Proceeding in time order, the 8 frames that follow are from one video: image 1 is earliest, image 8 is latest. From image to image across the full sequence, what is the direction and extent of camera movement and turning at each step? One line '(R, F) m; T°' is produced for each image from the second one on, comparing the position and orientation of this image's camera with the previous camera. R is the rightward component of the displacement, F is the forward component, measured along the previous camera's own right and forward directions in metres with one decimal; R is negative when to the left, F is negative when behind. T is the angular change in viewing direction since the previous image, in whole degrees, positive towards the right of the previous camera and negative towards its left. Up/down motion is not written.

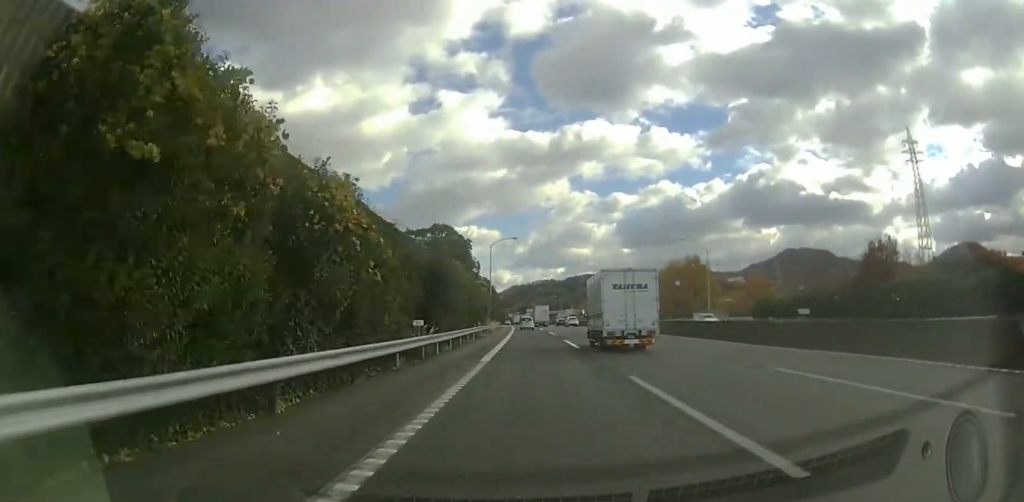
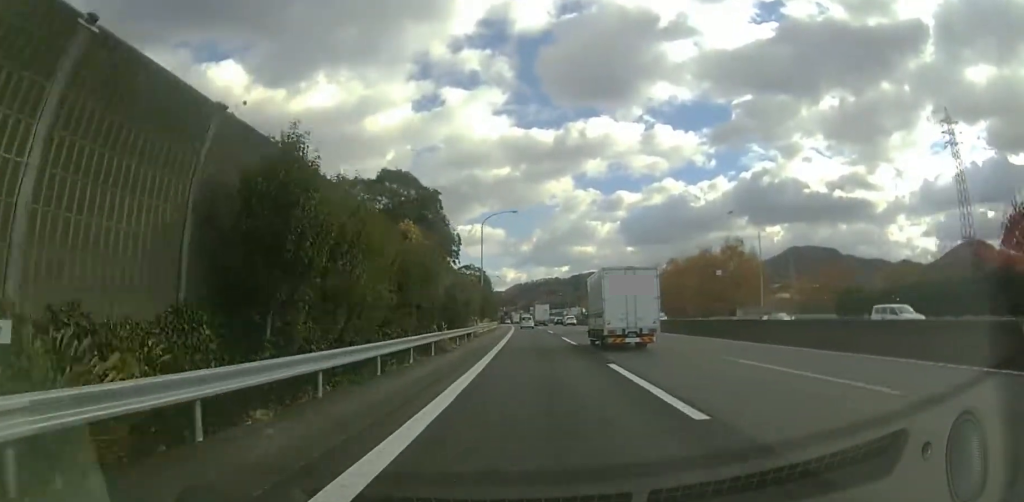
(-0.1, +16.9) m; -1°
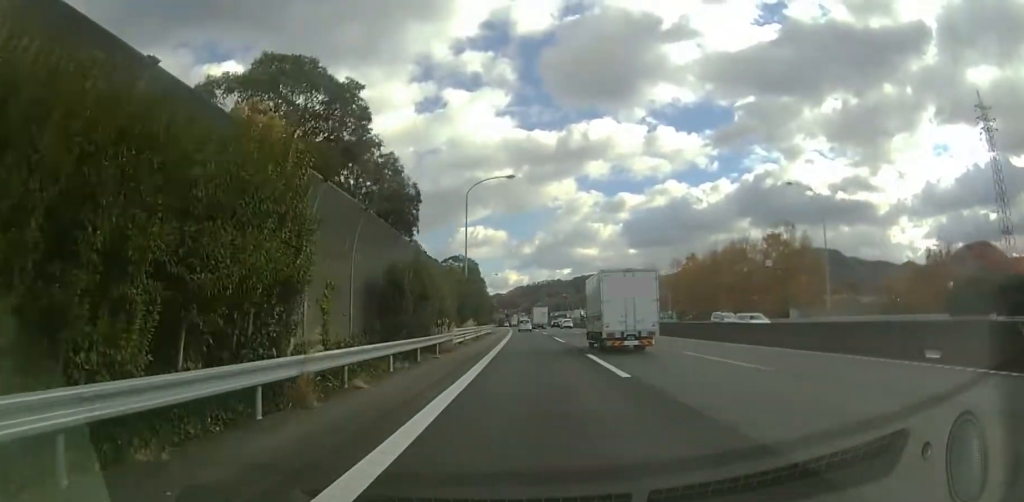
(+0.1, +14.5) m; -1°
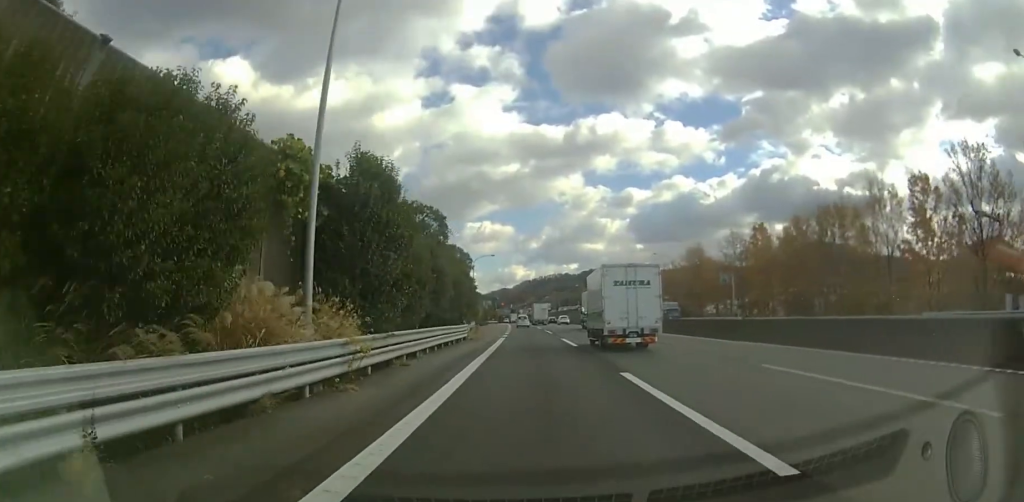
(-0.5, +28.1) m; -1°
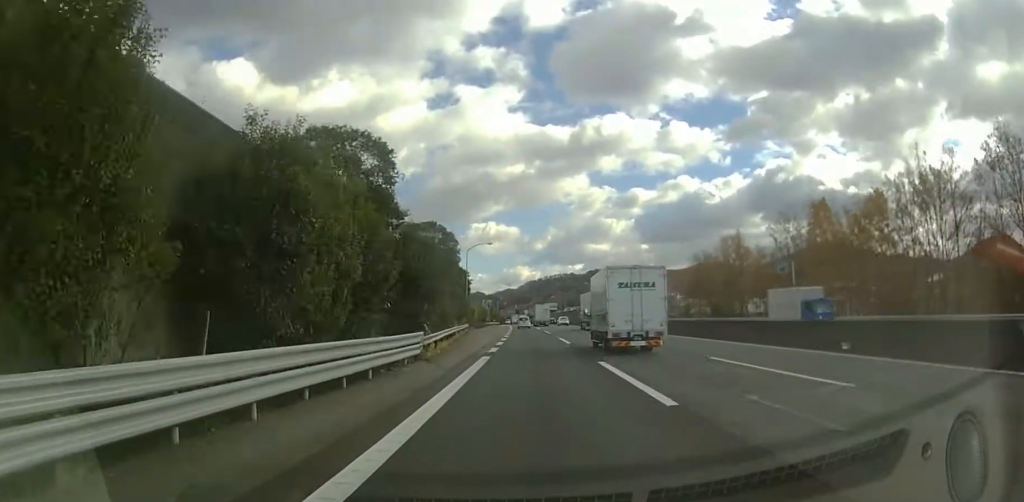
(0.0, +15.5) m; 0°
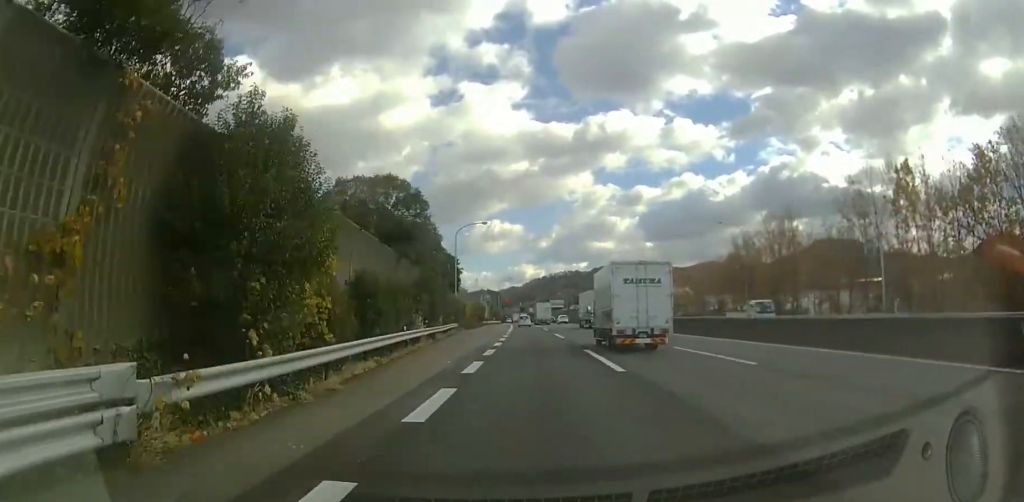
(+0.1, +15.6) m; 0°
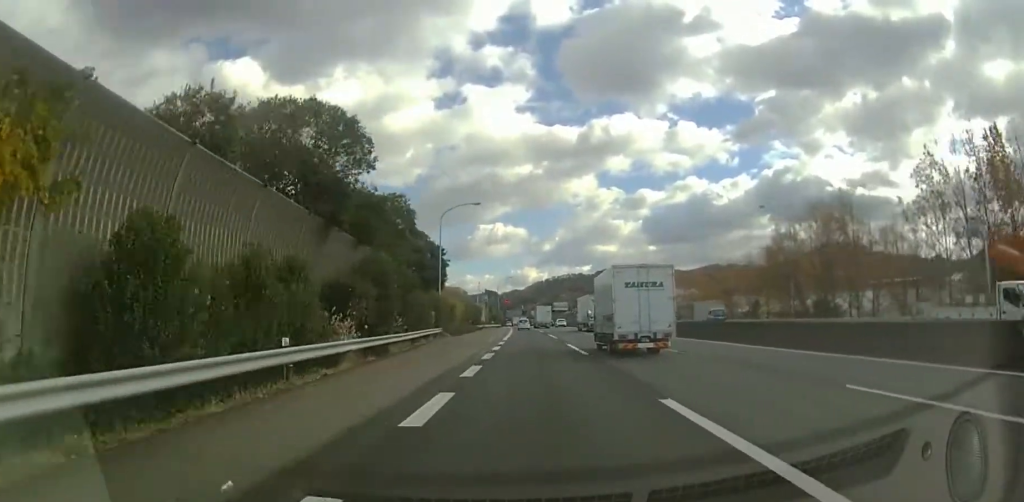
(-0.1, +12.6) m; 0°
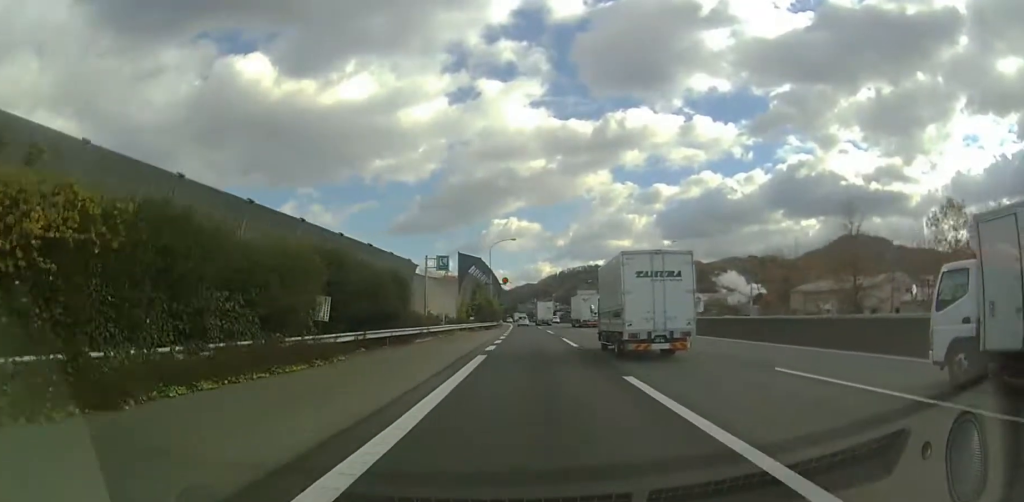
(-0.6, +56.3) m; -1°
